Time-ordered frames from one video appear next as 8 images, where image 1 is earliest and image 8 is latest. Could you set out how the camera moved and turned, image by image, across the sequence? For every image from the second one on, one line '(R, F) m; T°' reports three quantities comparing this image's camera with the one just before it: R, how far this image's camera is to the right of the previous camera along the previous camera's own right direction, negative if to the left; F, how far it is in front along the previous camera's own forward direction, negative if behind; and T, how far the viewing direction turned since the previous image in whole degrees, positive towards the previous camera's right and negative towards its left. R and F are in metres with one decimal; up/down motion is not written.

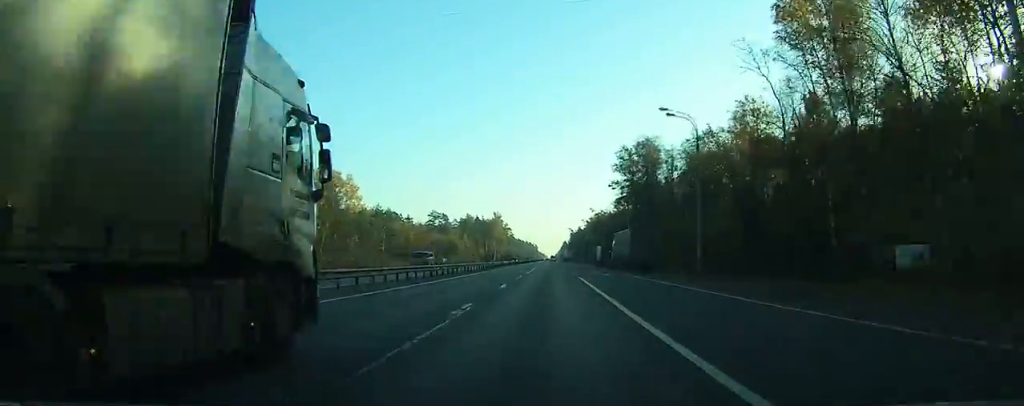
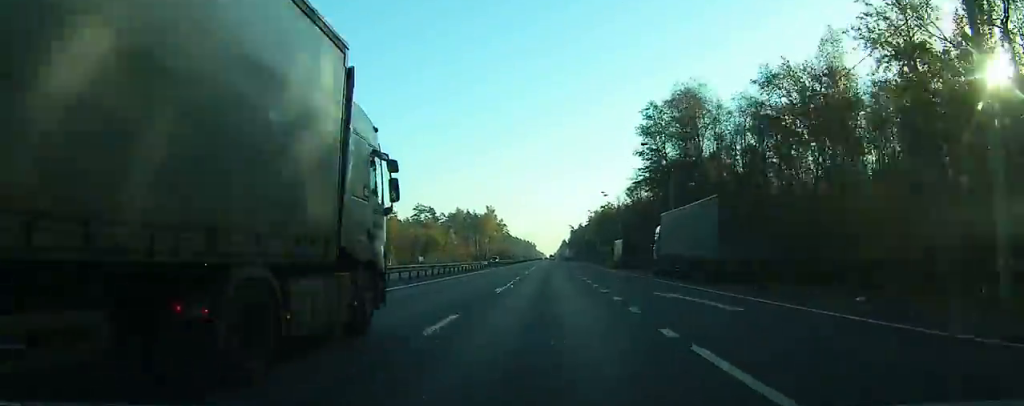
(0.0, +27.7) m; 0°
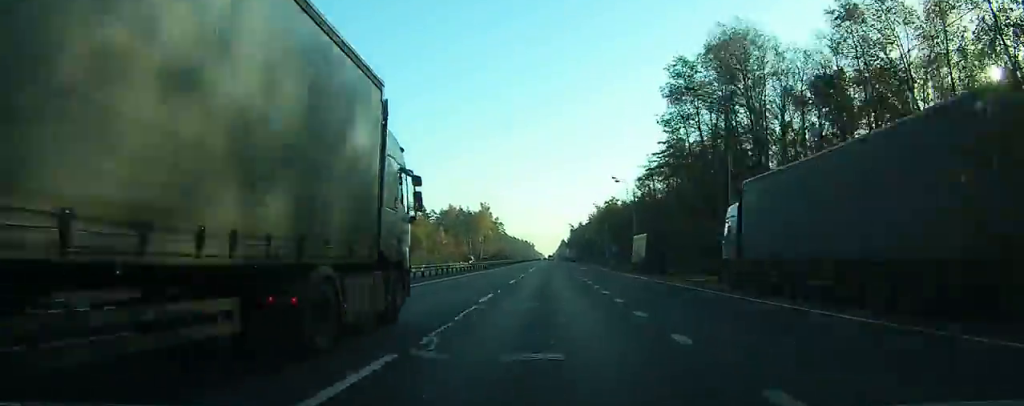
(0.0, +16.7) m; 0°
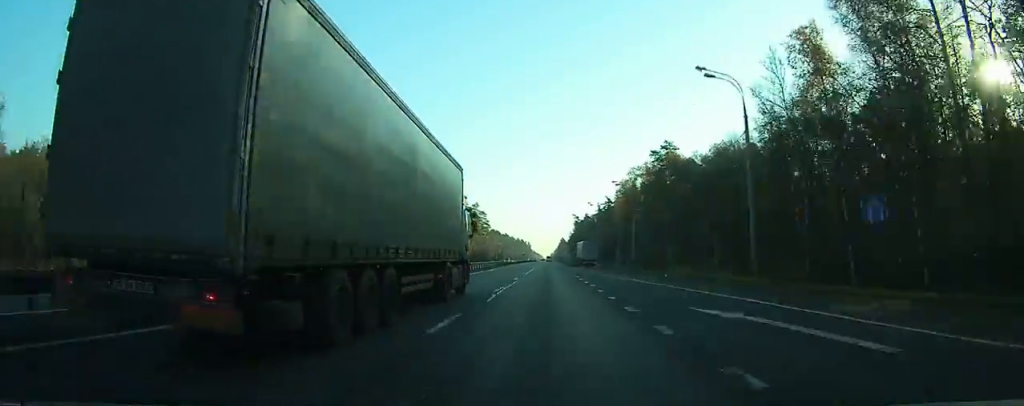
(+0.6, +79.2) m; +1°
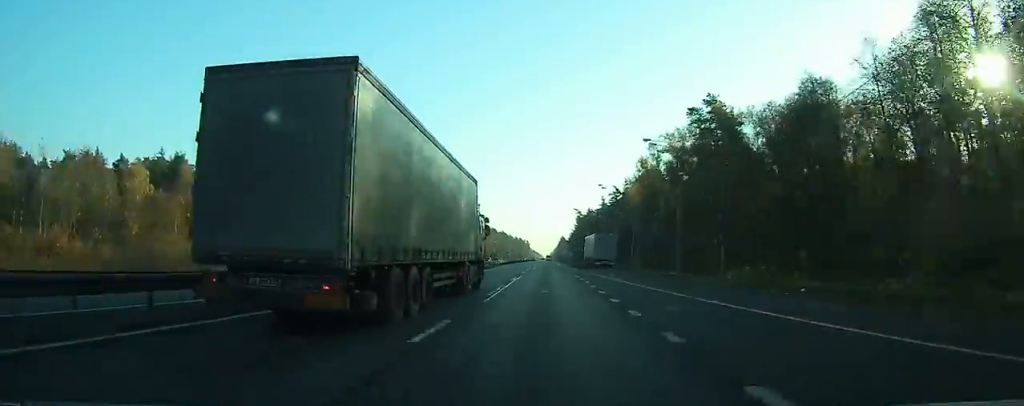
(0.0, +24.9) m; 0°
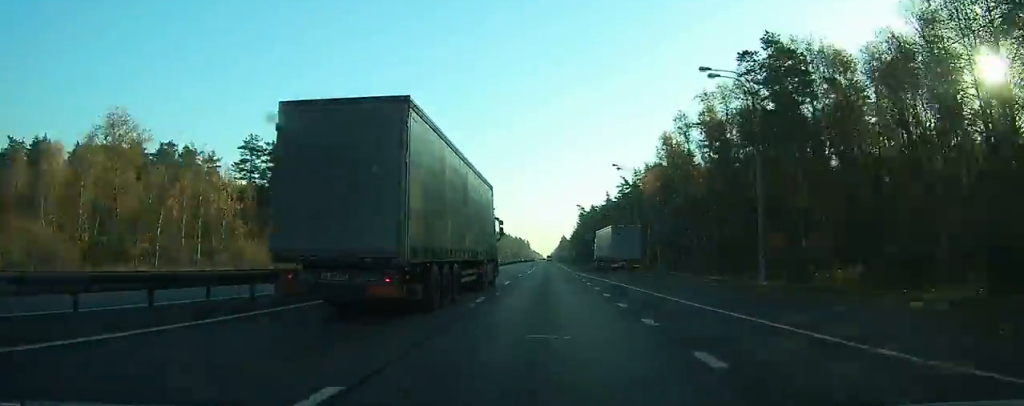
(0.0, +18.0) m; 0°
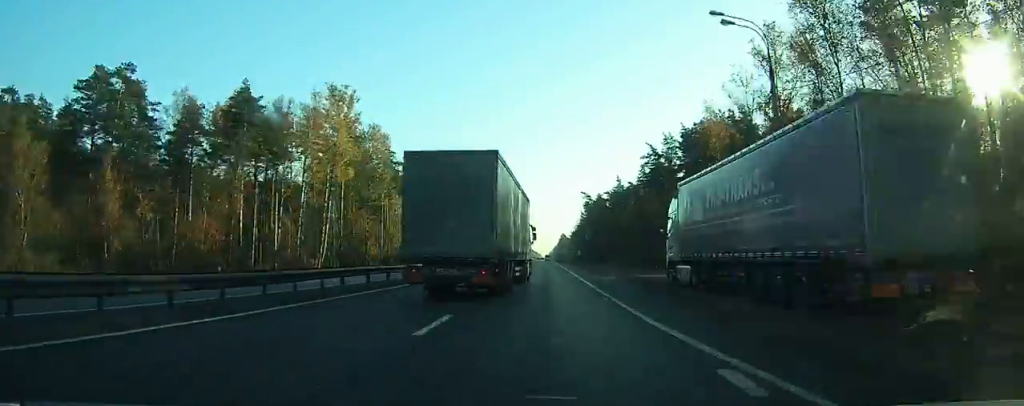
(+0.1, +41.3) m; 0°
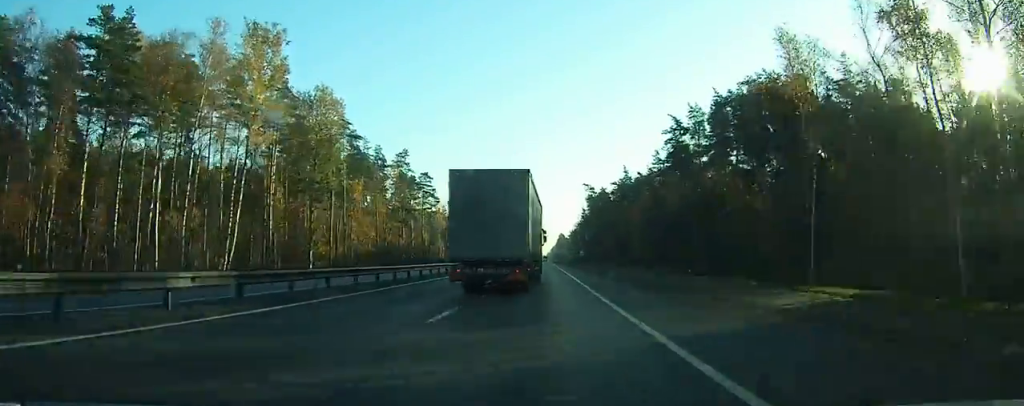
(+0.1, +22.0) m; 0°
